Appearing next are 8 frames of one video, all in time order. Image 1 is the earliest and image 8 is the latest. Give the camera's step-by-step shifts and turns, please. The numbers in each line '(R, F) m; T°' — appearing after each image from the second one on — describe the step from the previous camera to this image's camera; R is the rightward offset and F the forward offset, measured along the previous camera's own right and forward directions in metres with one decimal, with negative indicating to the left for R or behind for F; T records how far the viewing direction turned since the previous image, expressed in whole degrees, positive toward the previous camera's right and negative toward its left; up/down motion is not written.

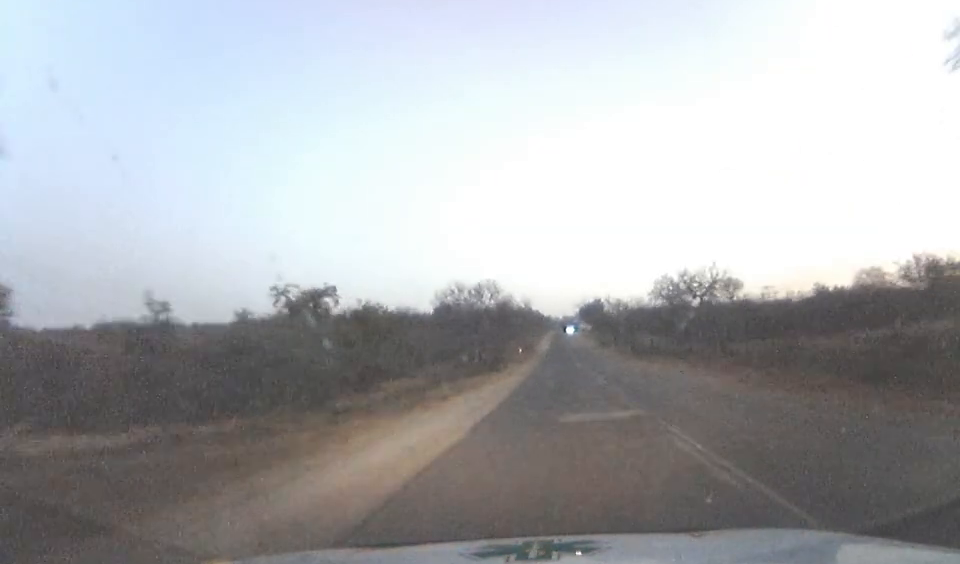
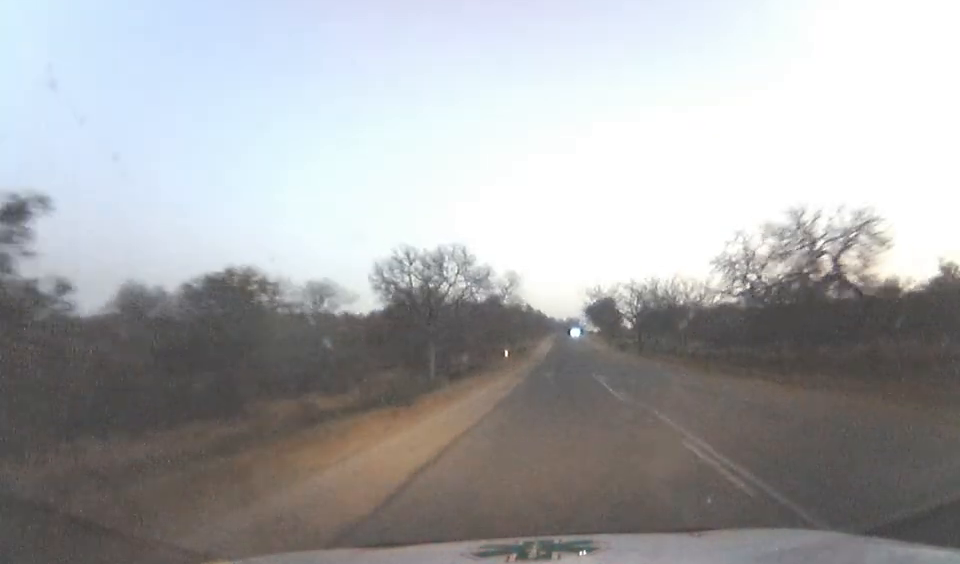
(0.0, +32.9) m; 0°
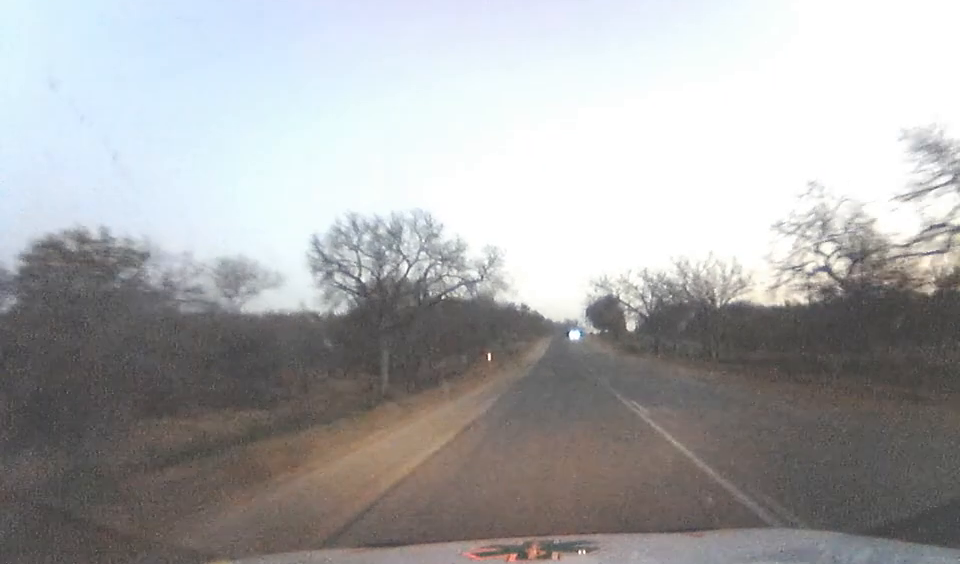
(0.0, +17.7) m; 0°
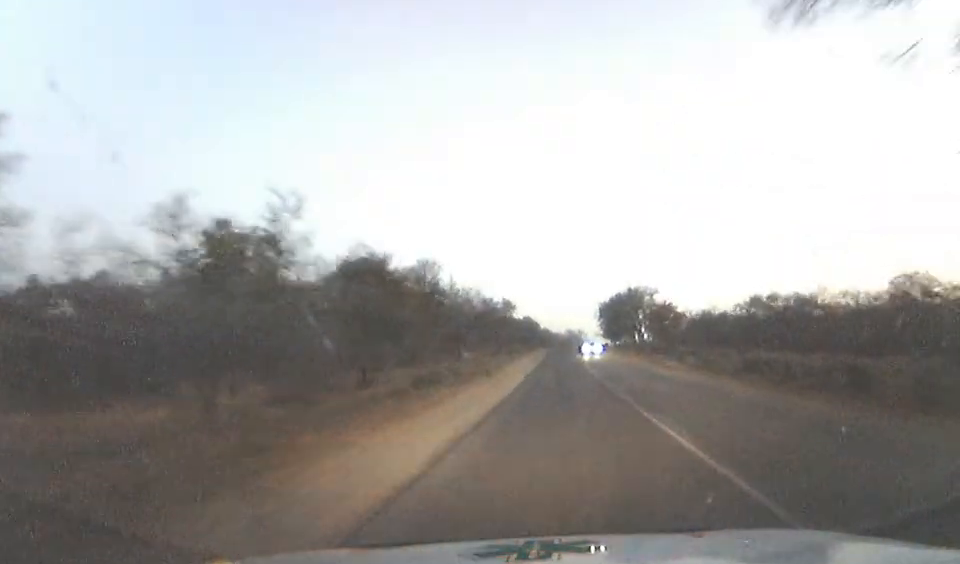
(0.0, +65.2) m; 0°
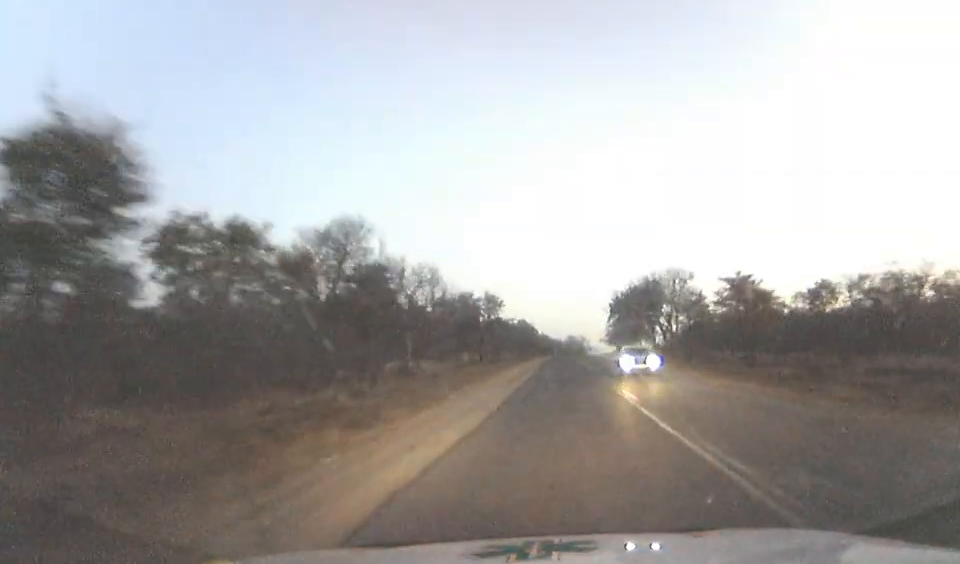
(0.0, +29.3) m; 0°
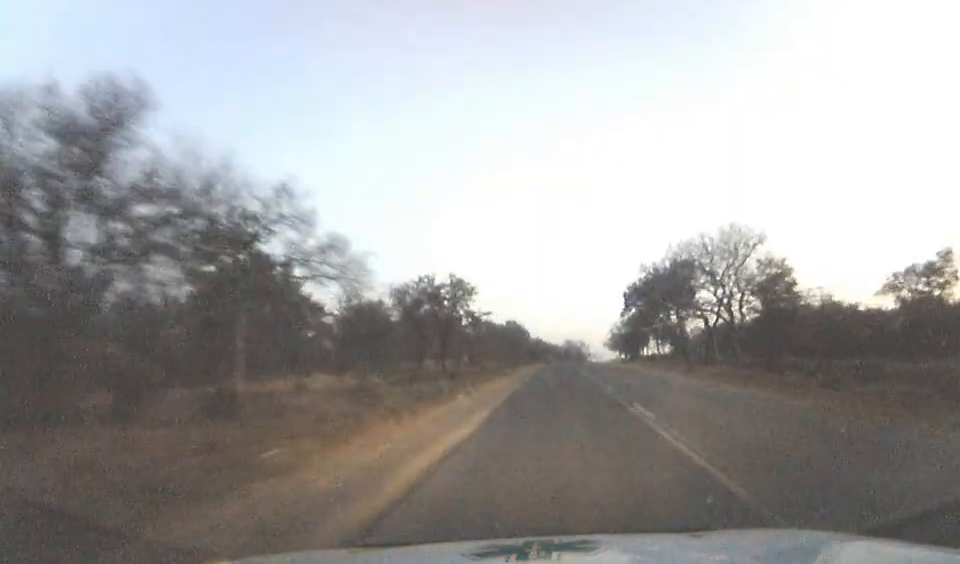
(0.0, +29.6) m; 0°
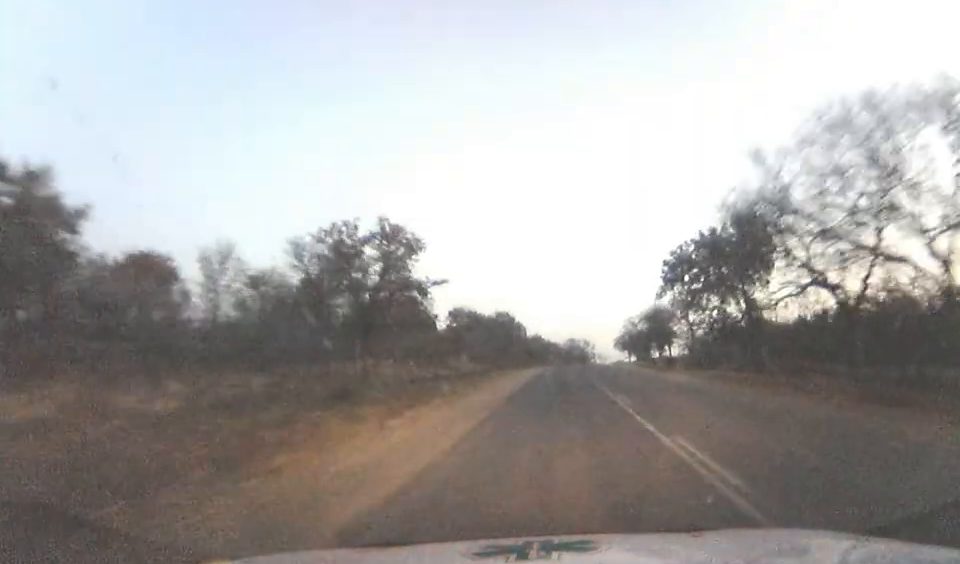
(0.0, +29.6) m; 0°
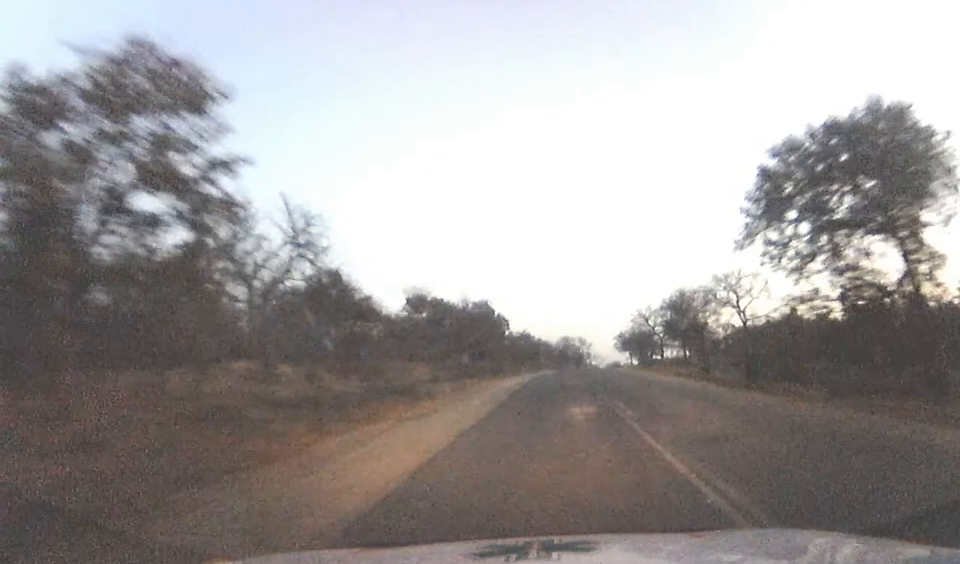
(0.0, +27.0) m; 0°
